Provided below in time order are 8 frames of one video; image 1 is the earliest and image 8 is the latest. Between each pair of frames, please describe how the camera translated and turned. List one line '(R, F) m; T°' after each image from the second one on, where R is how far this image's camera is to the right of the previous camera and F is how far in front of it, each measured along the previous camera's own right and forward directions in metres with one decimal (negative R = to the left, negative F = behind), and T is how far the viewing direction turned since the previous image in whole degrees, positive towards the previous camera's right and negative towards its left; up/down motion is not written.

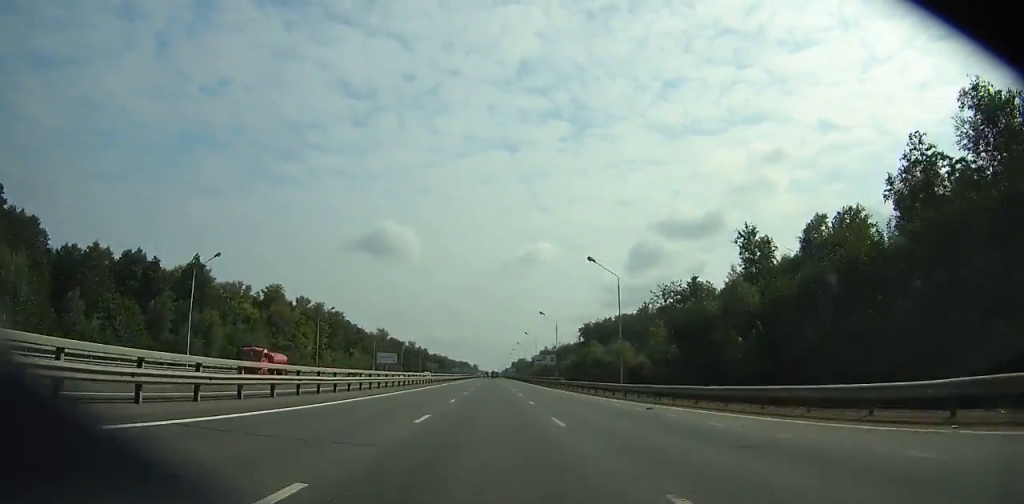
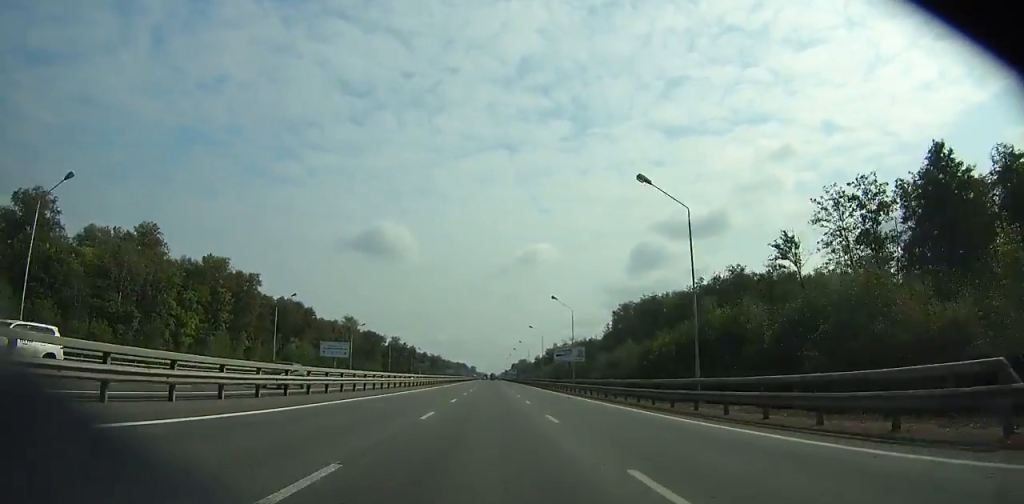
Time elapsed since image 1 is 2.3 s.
(0.0, +57.6) m; 0°
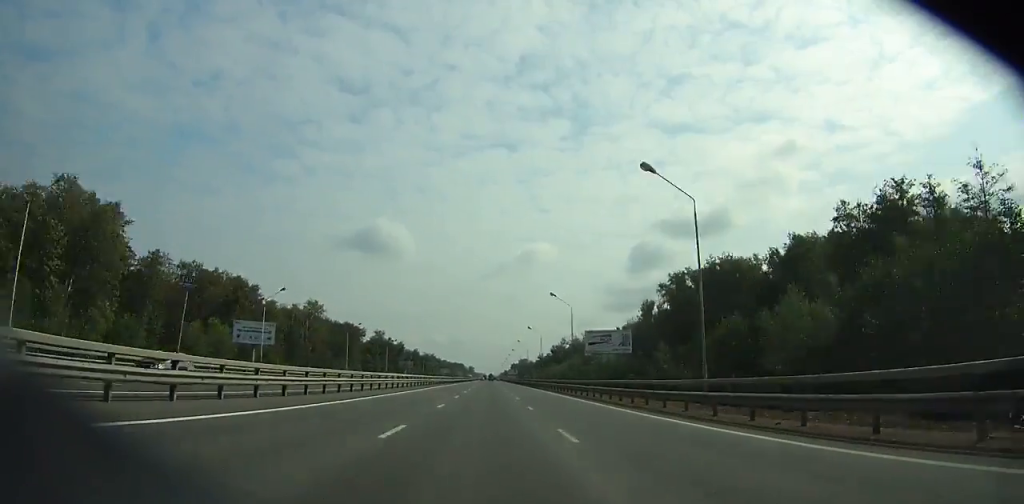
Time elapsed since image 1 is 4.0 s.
(0.0, +42.5) m; 0°
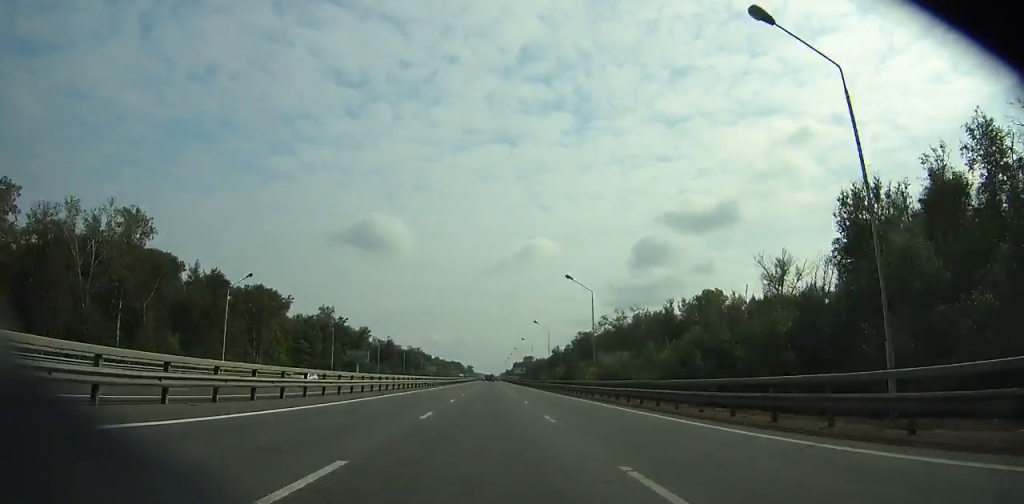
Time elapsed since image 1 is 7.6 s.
(-0.1, +90.4) m; 0°
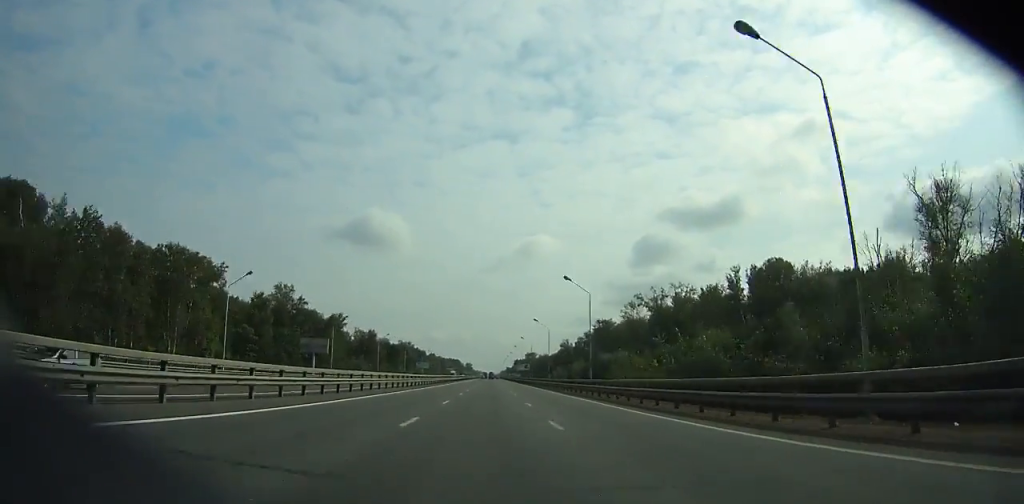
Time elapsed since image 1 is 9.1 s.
(0.0, +37.9) m; 0°
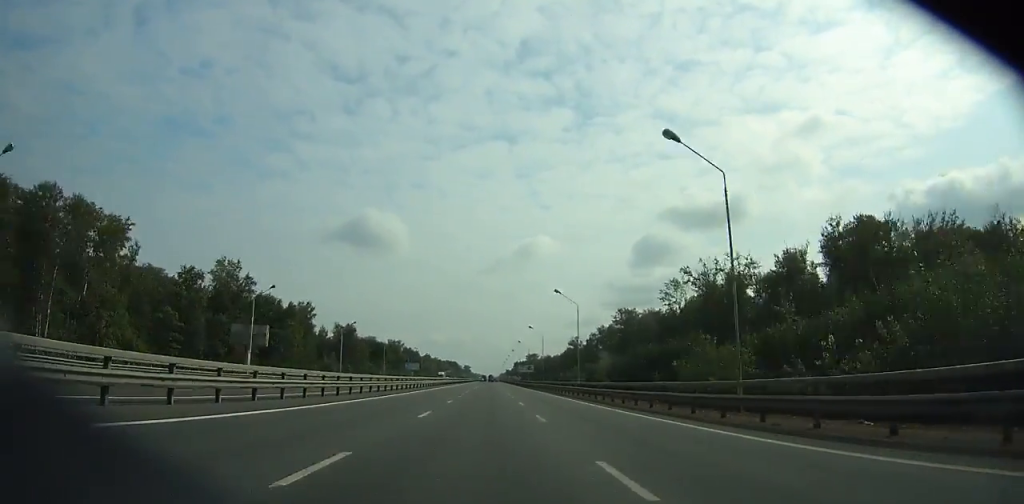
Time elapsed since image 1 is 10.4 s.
(+0.1, +33.2) m; 0°
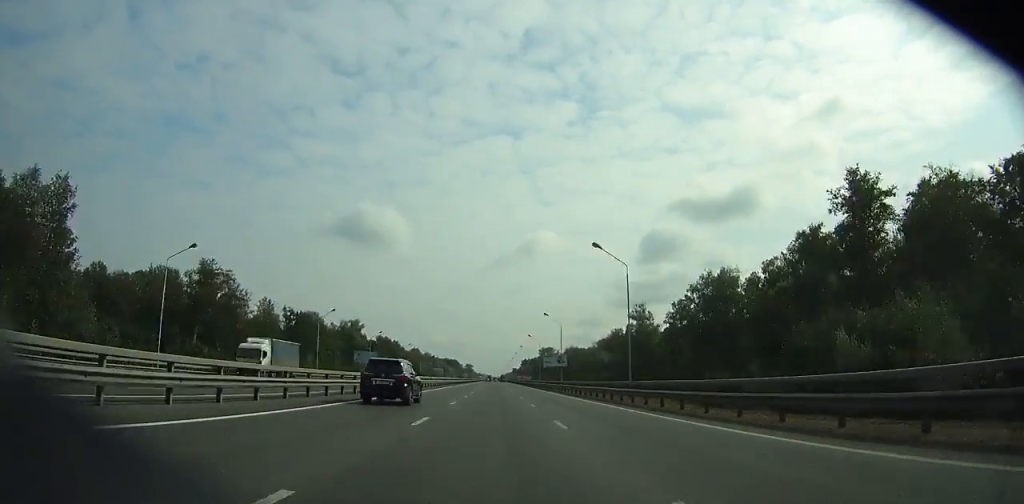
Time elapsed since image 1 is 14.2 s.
(-0.1, +98.3) m; 0°
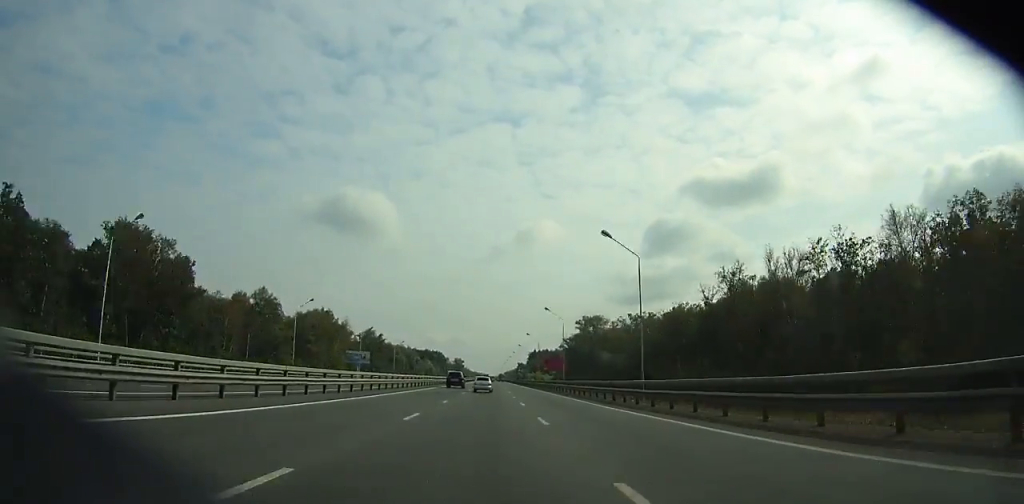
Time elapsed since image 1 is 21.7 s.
(+0.3, +201.7) m; 0°
